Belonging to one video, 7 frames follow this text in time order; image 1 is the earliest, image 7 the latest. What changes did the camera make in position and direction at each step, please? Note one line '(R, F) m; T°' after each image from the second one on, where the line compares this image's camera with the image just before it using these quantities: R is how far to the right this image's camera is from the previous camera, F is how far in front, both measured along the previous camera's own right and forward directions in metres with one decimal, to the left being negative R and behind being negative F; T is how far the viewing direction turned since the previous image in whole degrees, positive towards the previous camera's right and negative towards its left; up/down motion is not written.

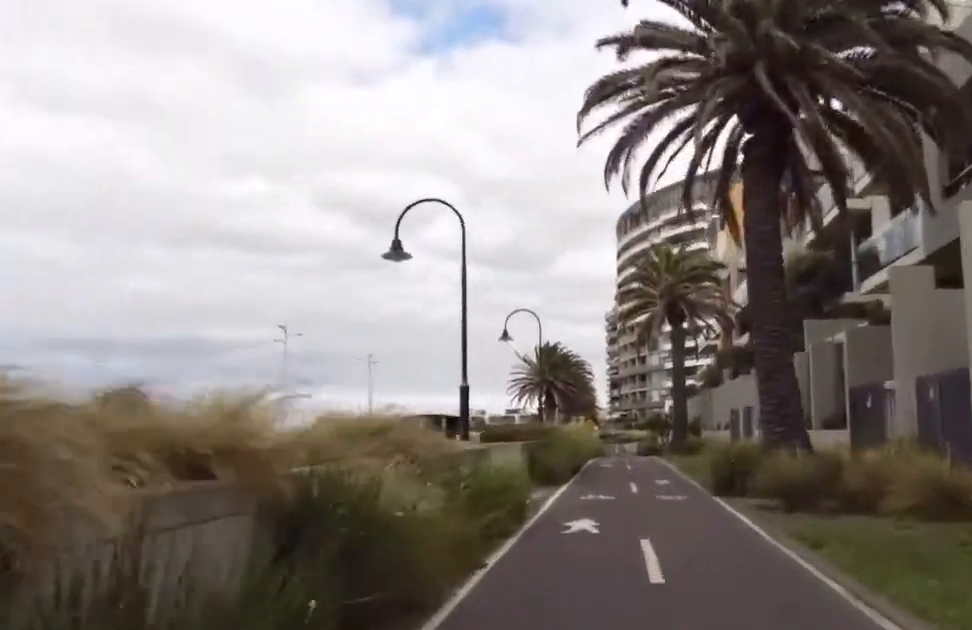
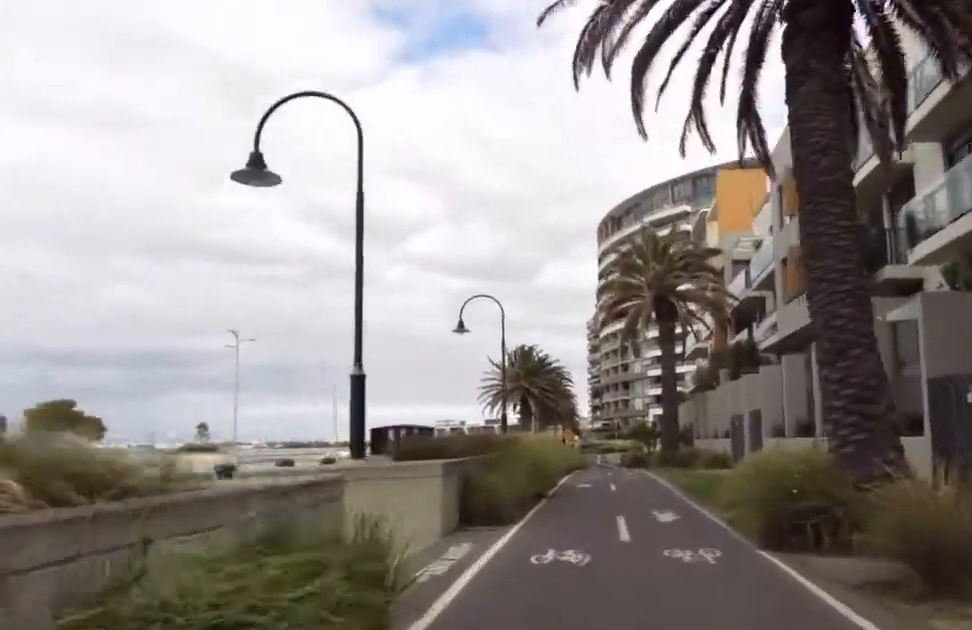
(+0.6, +4.9) m; 0°
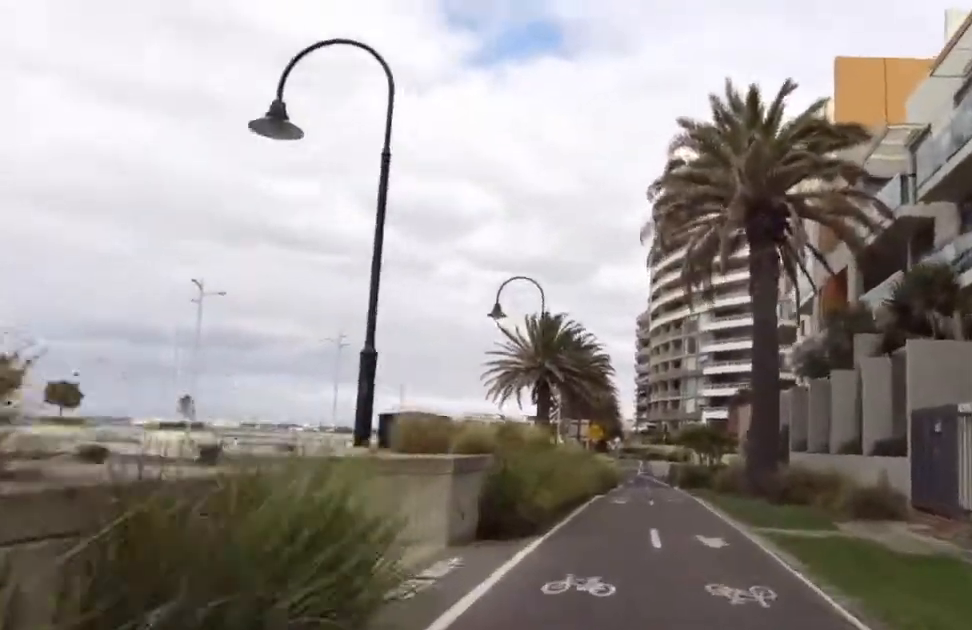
(-0.2, +14.3) m; 0°
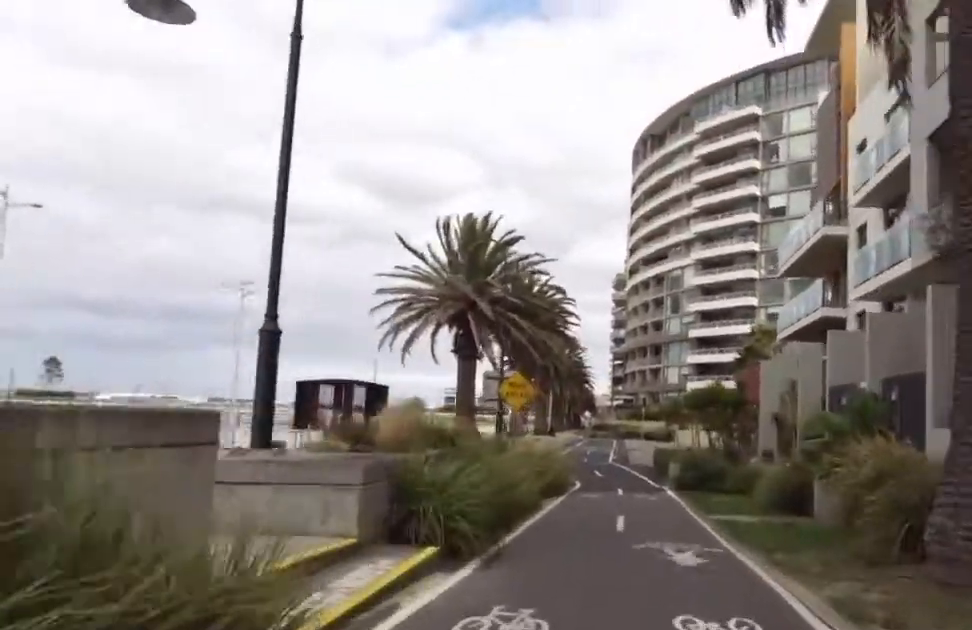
(-0.4, +13.8) m; -1°
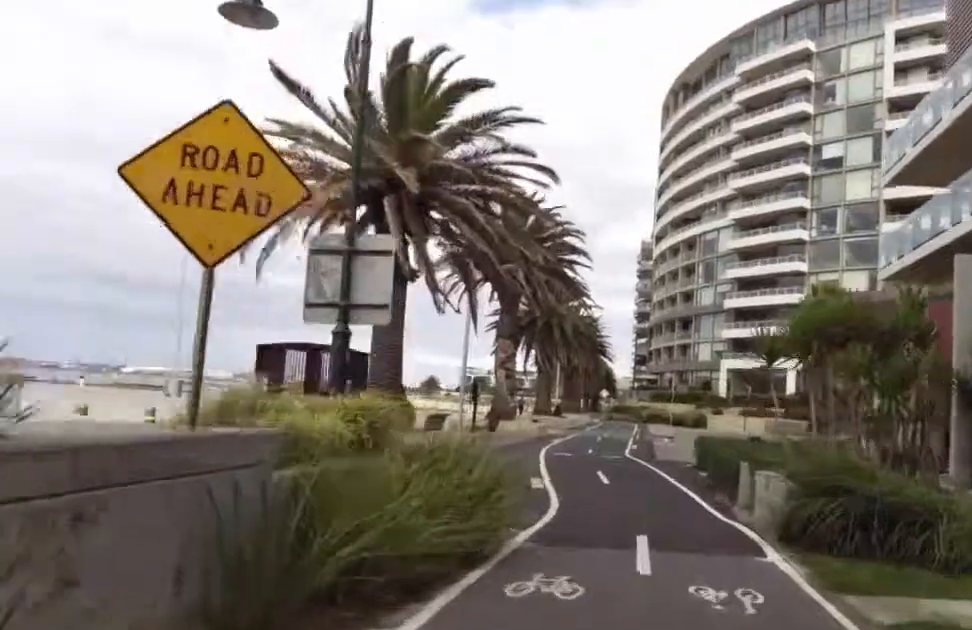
(+1.6, +11.7) m; +4°
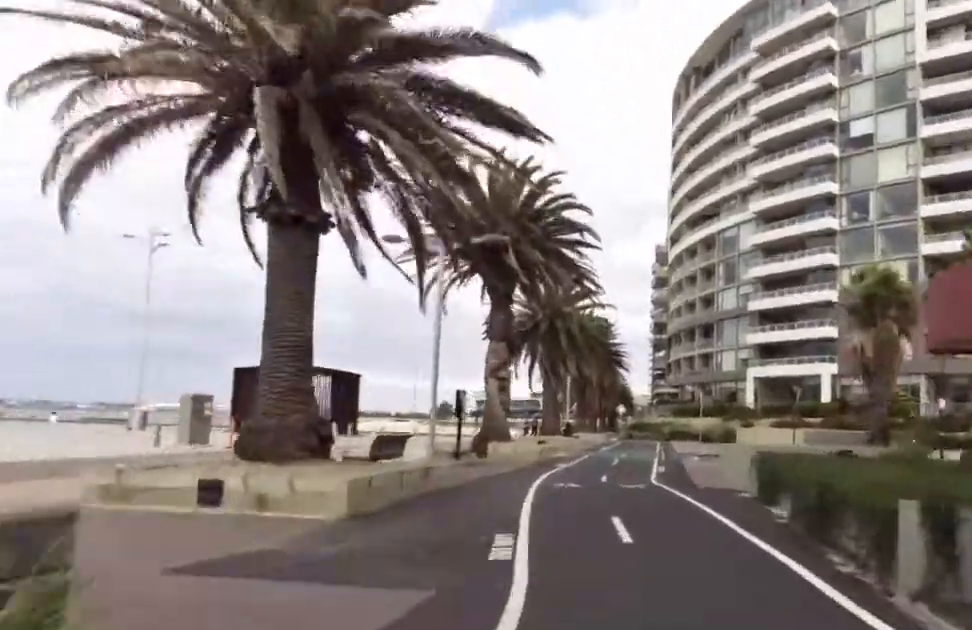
(+0.1, +5.8) m; -5°
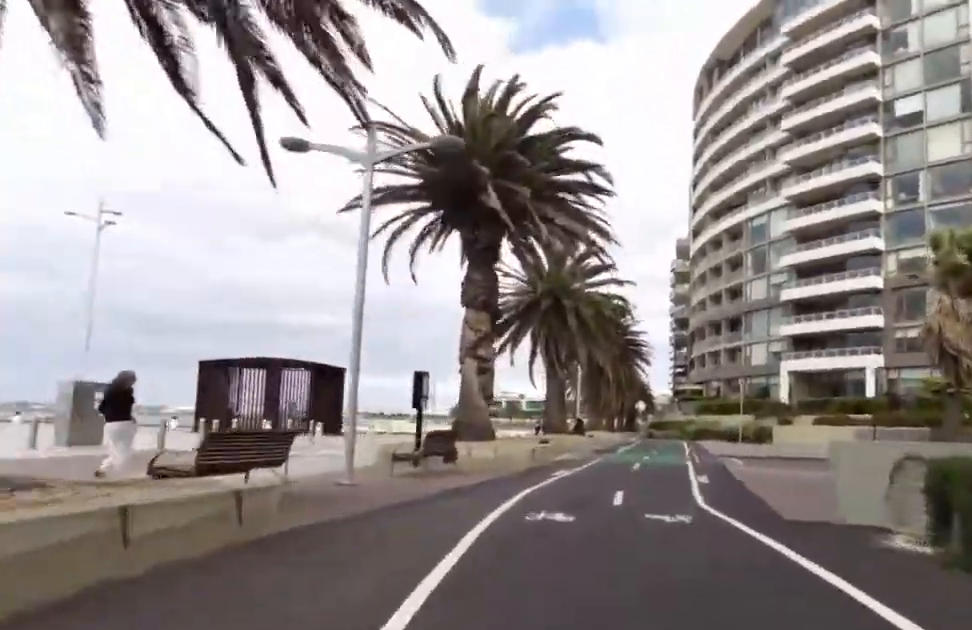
(-1.2, +6.6) m; -1°
